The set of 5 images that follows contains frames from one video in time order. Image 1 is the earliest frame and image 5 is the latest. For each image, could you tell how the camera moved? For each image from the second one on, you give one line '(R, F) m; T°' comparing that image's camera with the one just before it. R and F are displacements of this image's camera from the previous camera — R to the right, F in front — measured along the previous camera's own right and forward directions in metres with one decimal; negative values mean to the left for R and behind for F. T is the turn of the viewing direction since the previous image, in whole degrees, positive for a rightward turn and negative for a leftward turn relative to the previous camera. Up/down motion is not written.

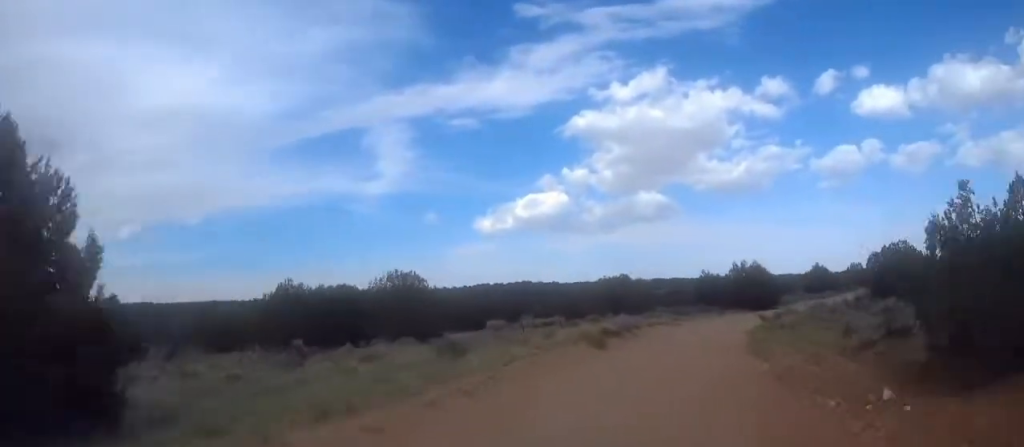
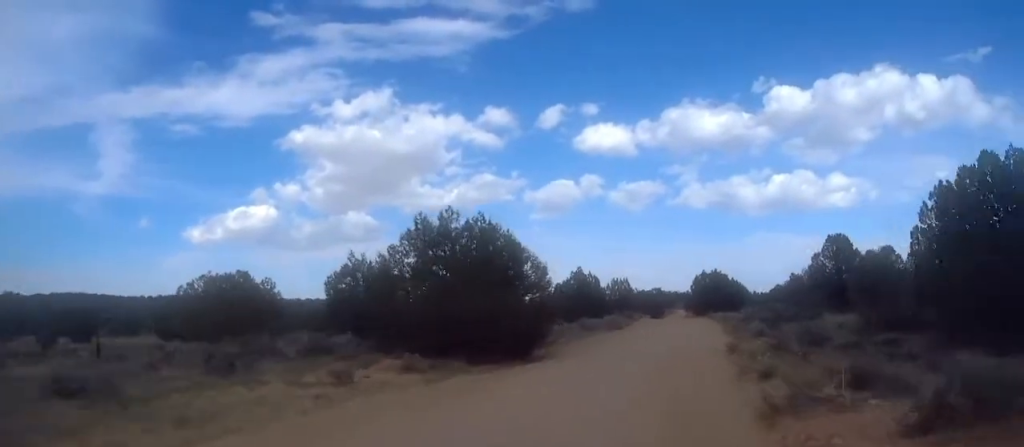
(+12.0, +47.4) m; +26°
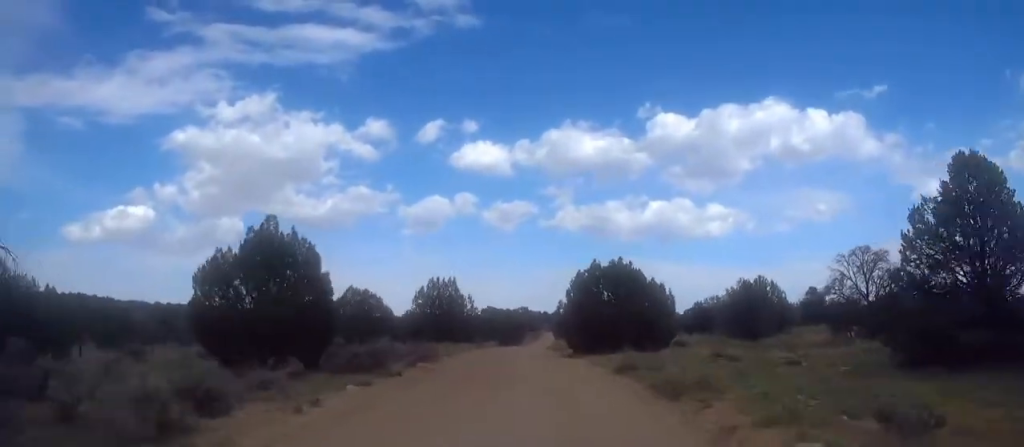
(+5.4, +41.2) m; +13°
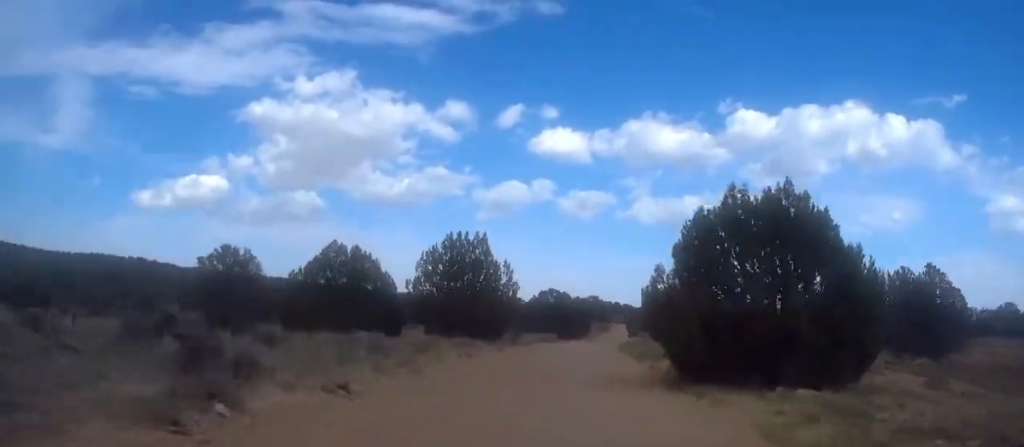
(0.0, +20.2) m; -2°
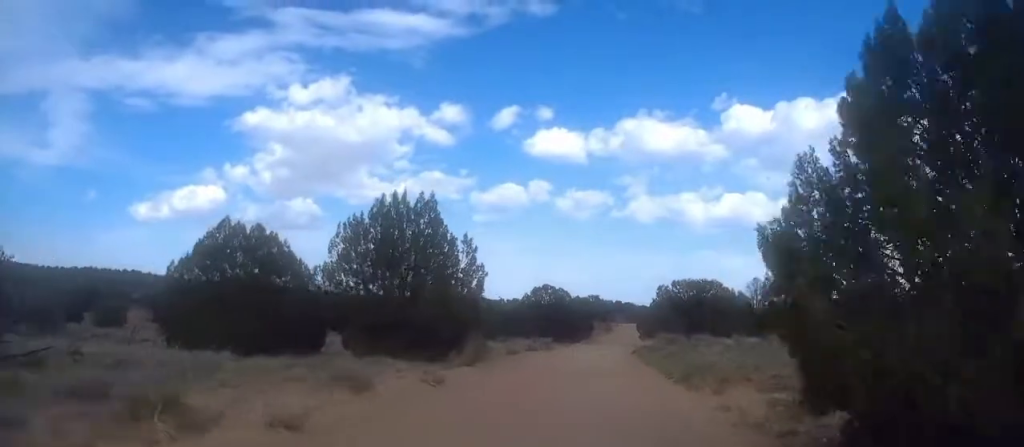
(-0.3, +13.1) m; -2°
